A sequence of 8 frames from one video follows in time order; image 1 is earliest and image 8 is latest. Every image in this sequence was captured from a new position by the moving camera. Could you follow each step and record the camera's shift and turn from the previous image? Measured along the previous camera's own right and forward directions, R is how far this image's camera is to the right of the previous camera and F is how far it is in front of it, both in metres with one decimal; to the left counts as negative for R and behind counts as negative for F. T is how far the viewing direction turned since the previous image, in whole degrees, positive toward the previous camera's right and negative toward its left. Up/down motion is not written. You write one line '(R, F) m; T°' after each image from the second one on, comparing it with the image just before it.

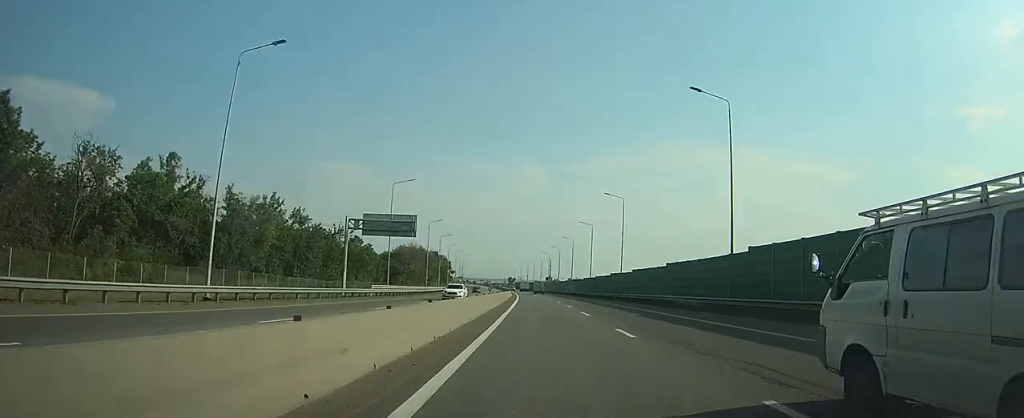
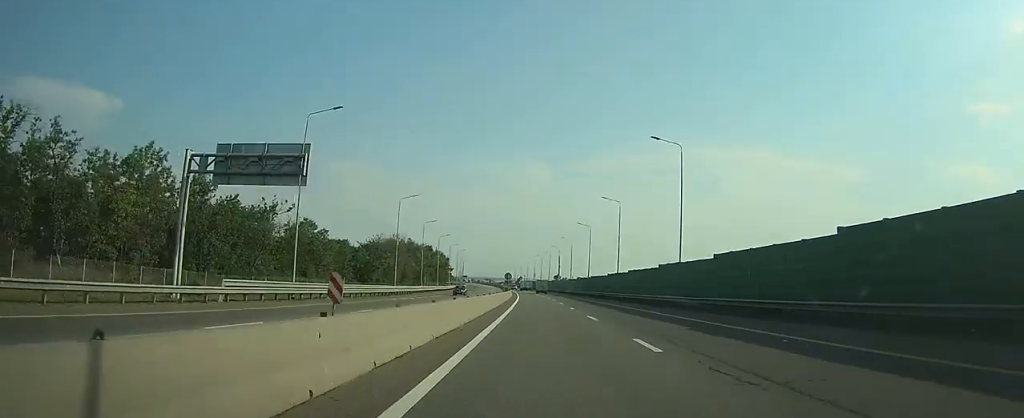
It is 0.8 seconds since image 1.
(-0.2, +27.3) m; -1°
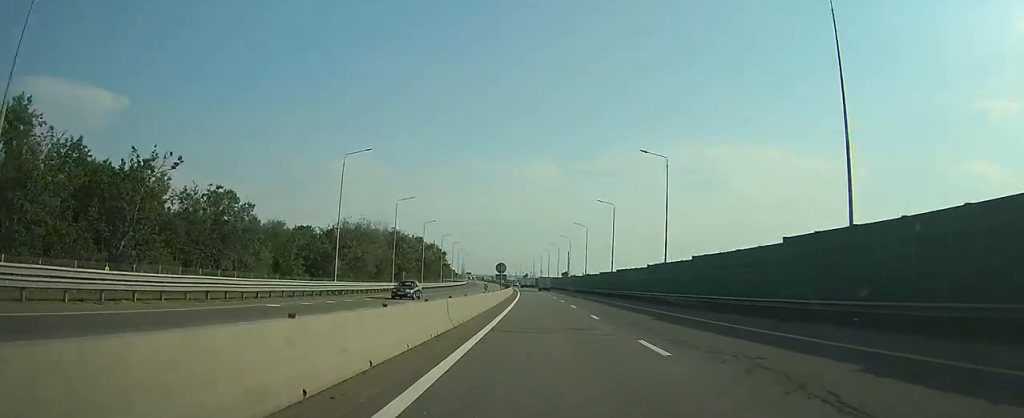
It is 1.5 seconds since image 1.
(-0.1, +25.1) m; 0°
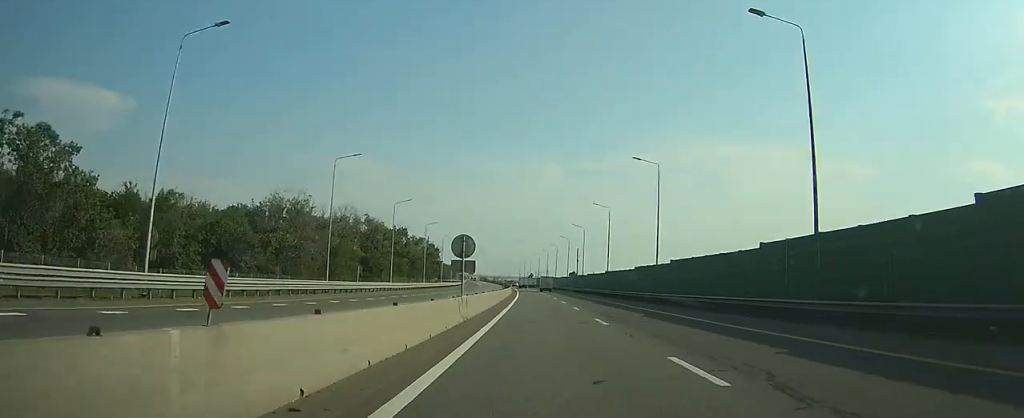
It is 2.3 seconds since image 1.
(-0.1, +27.5) m; 0°
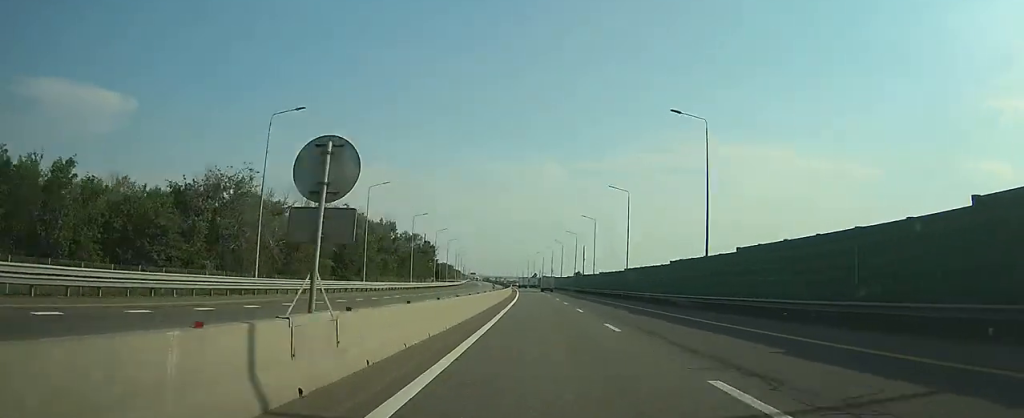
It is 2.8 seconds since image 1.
(0.0, +14.9) m; 0°
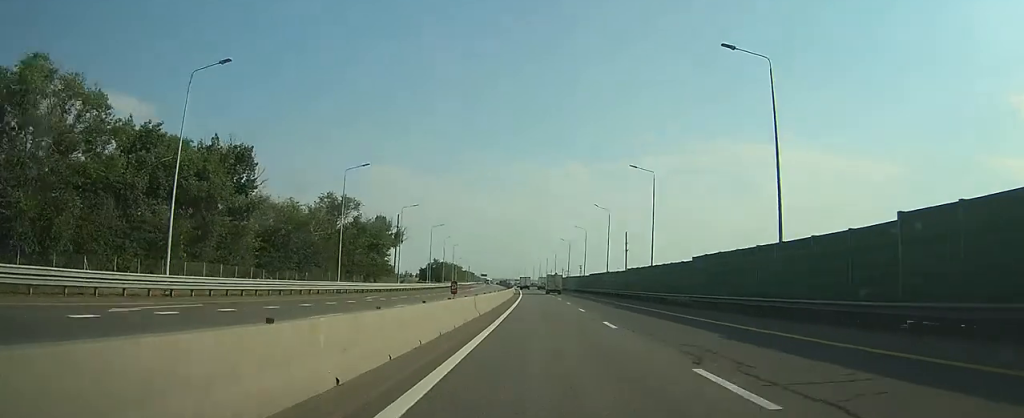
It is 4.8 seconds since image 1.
(-0.7, +71.4) m; -1°
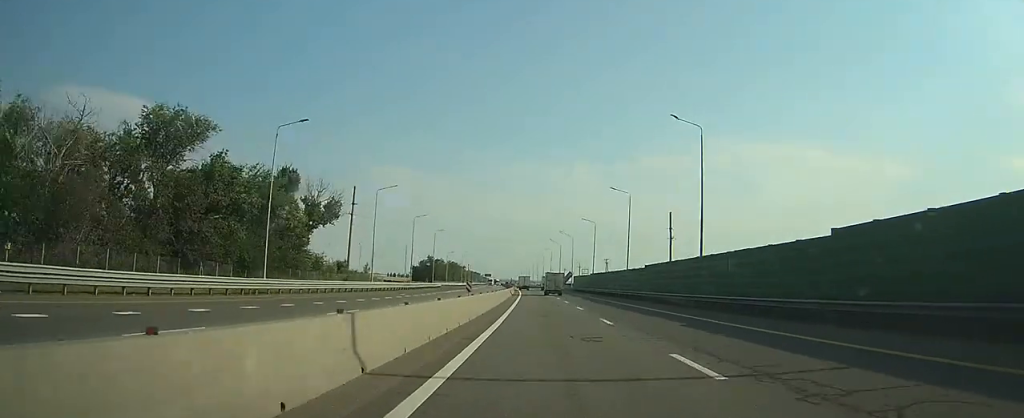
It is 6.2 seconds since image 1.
(-0.5, +46.4) m; -1°
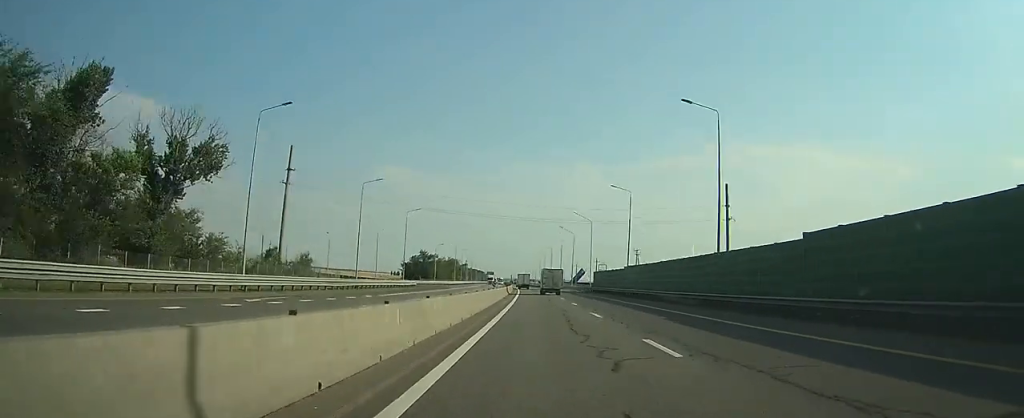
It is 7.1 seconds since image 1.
(-0.3, +33.7) m; -1°
